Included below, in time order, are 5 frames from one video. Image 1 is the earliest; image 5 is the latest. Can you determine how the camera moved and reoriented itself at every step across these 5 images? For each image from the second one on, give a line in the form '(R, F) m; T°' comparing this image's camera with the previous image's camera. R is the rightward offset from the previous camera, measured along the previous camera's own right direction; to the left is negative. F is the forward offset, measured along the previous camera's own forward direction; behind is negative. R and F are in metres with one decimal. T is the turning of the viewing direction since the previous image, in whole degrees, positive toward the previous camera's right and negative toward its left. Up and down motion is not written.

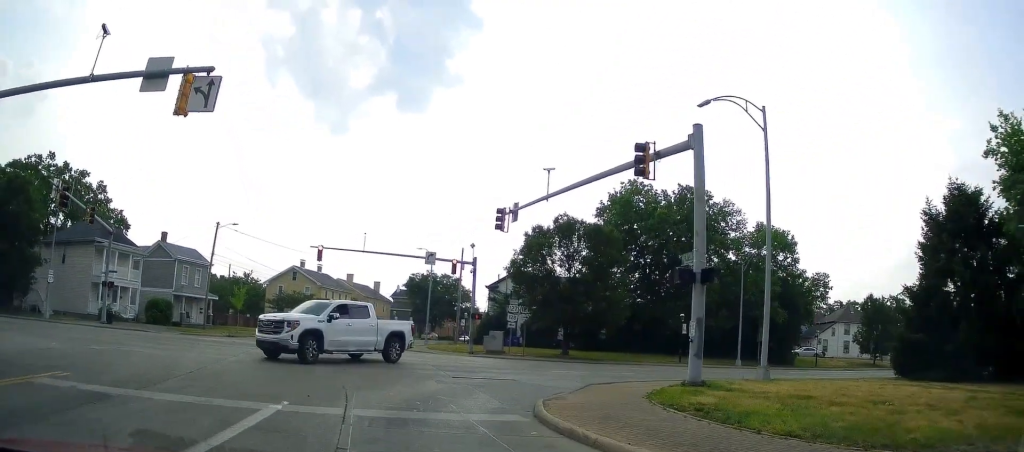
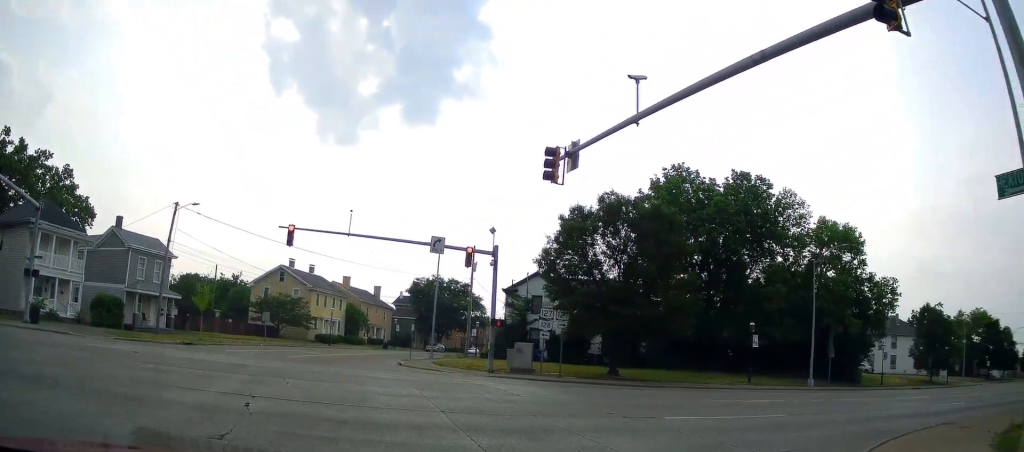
(-1.2, +11.3) m; +3°
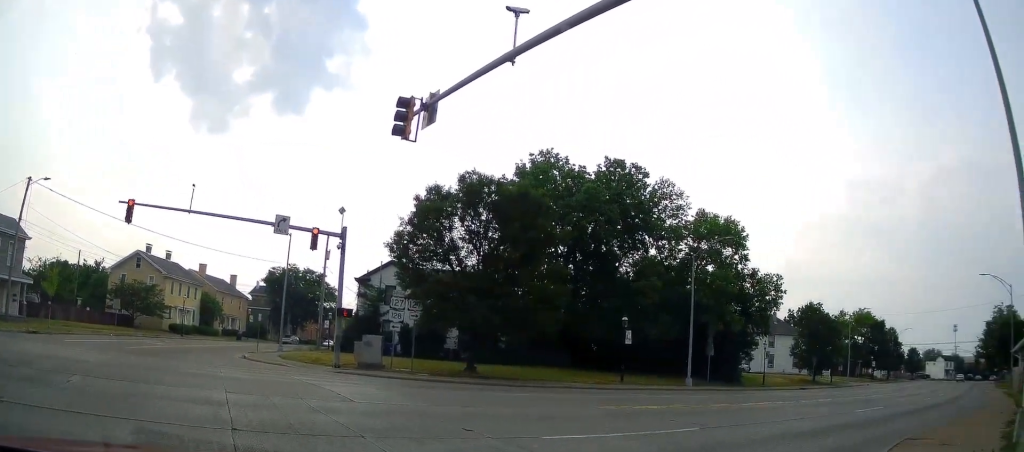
(+0.7, +2.9) m; +13°
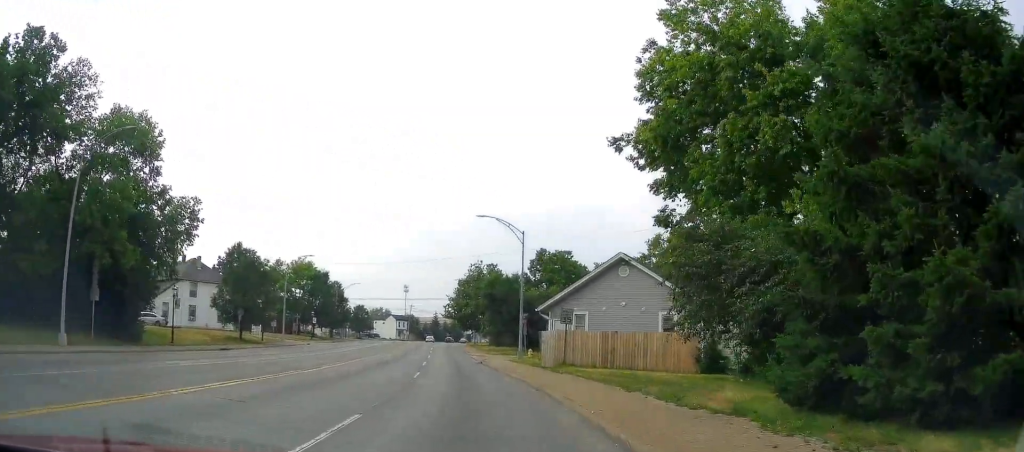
(+3.5, +10.2) m; +30°
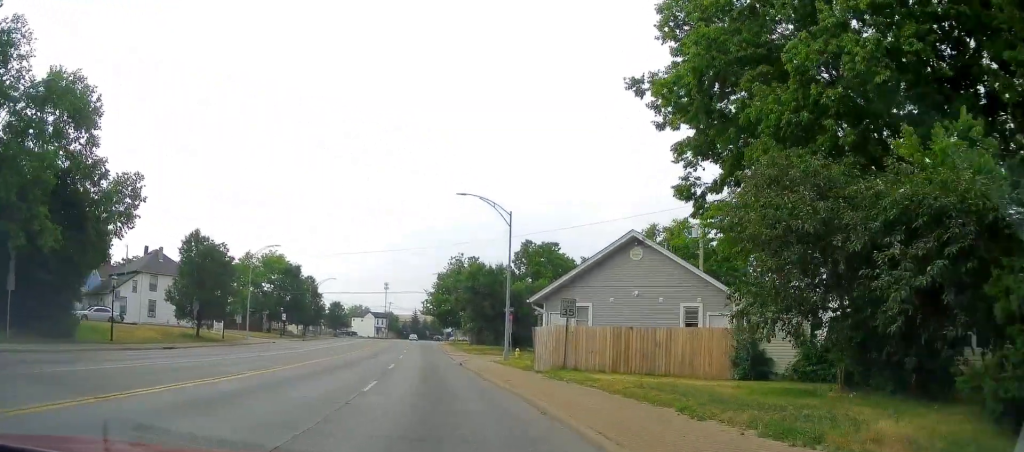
(+0.3, +4.5) m; +6°
